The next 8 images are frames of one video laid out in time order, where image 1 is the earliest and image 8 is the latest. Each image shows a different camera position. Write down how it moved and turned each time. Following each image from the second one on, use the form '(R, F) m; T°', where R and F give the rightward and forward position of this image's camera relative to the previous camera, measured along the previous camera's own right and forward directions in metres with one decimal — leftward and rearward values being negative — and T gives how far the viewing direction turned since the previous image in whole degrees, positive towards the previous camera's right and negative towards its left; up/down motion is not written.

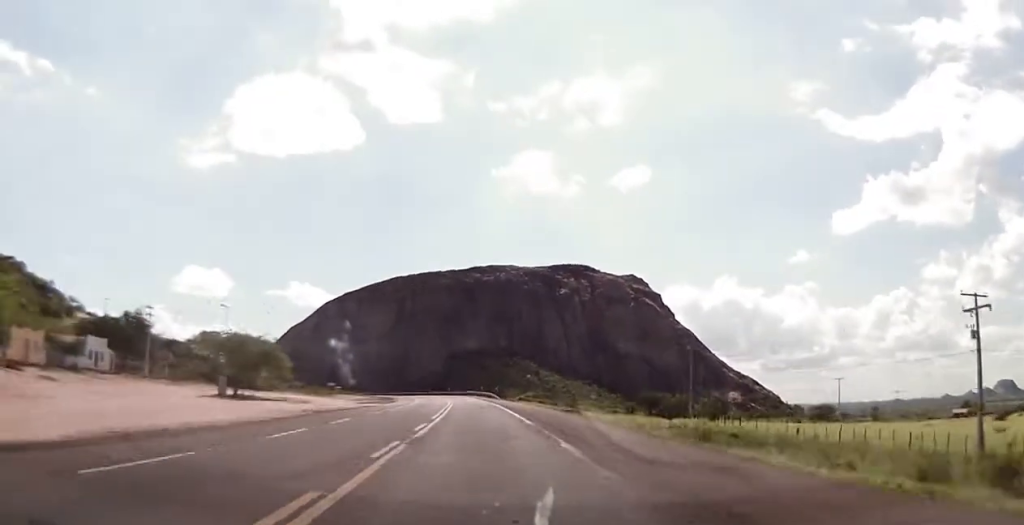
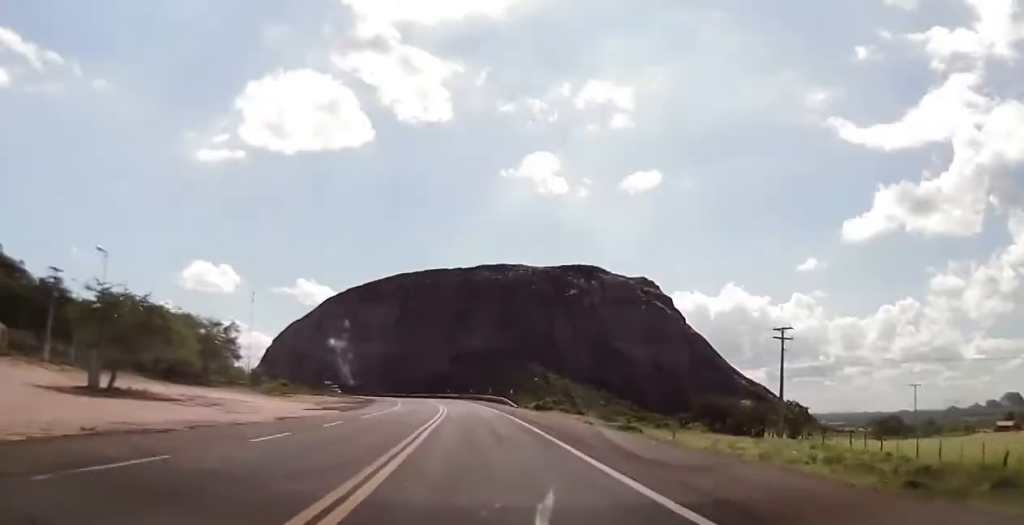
(-0.1, +26.2) m; 0°
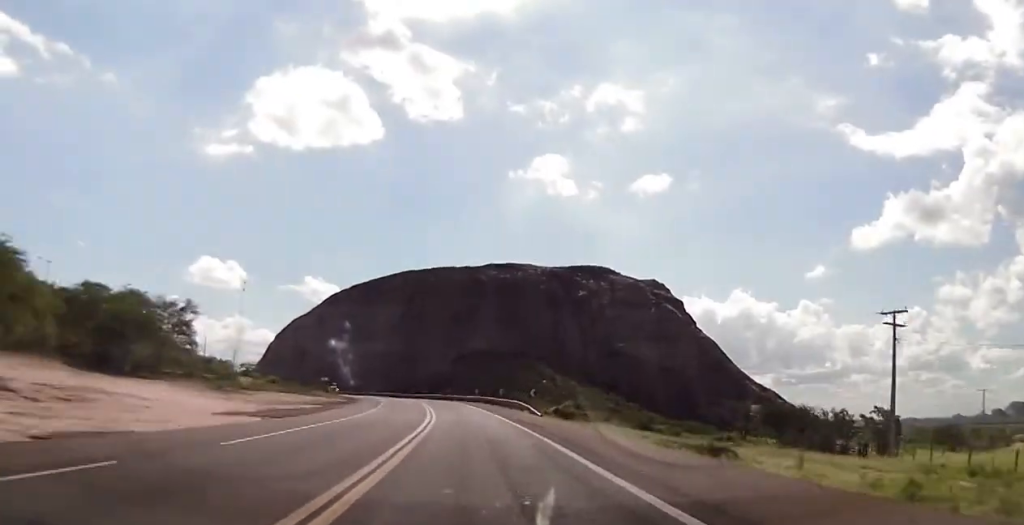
(0.0, +18.1) m; -1°
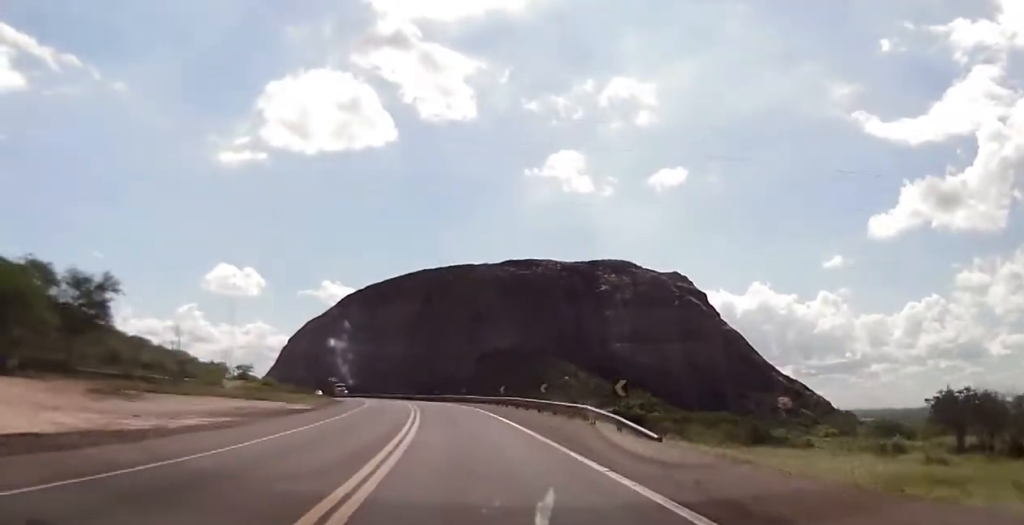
(0.0, +23.5) m; -1°
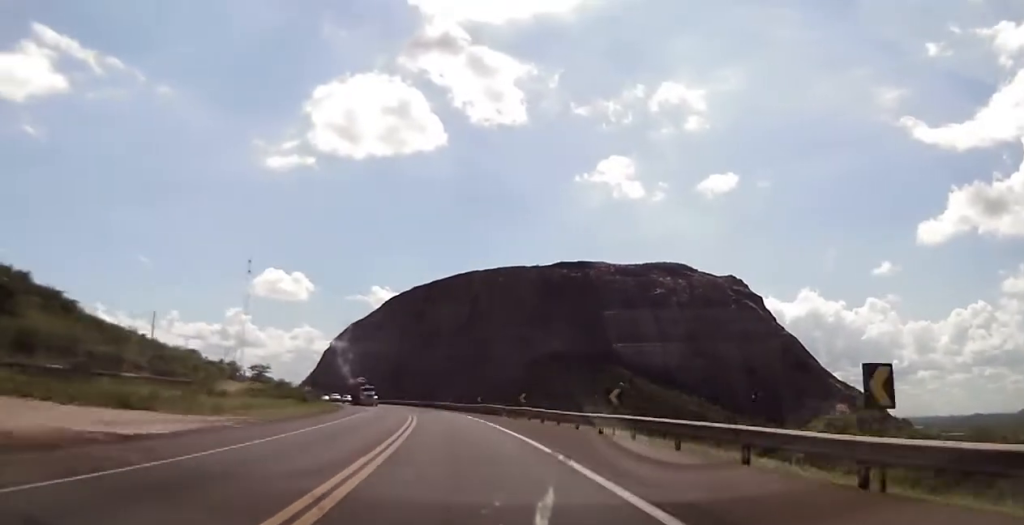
(-0.8, +29.6) m; -3°
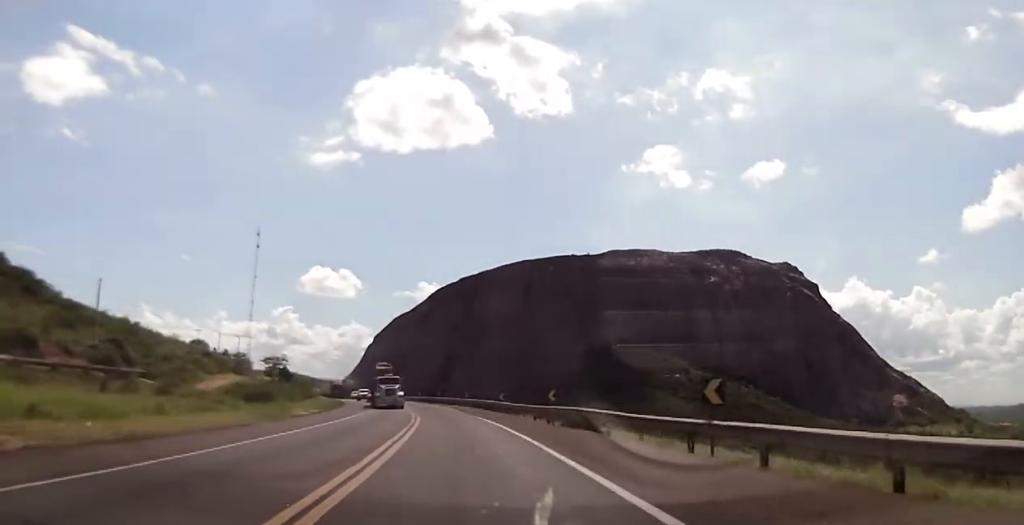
(-0.6, +28.3) m; -3°
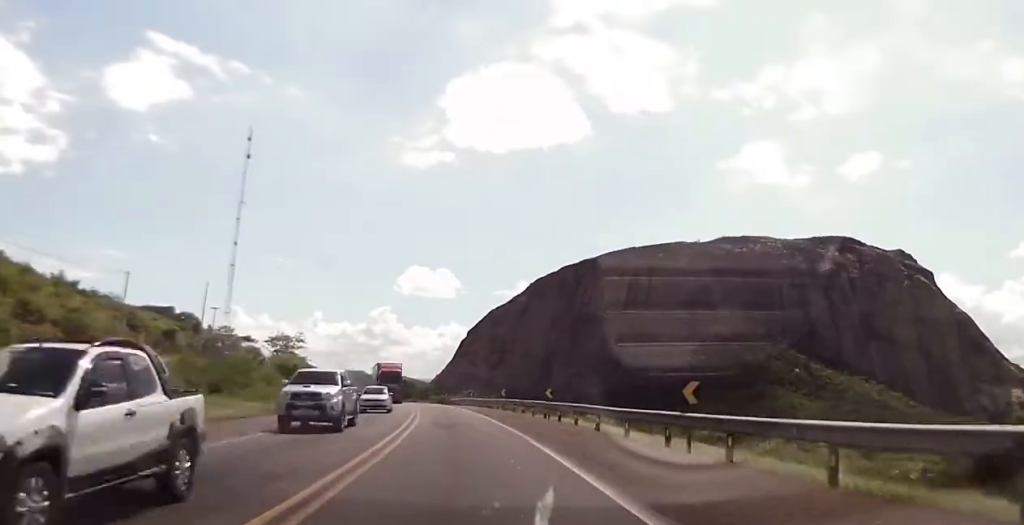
(-4.2, +56.1) m; -9°
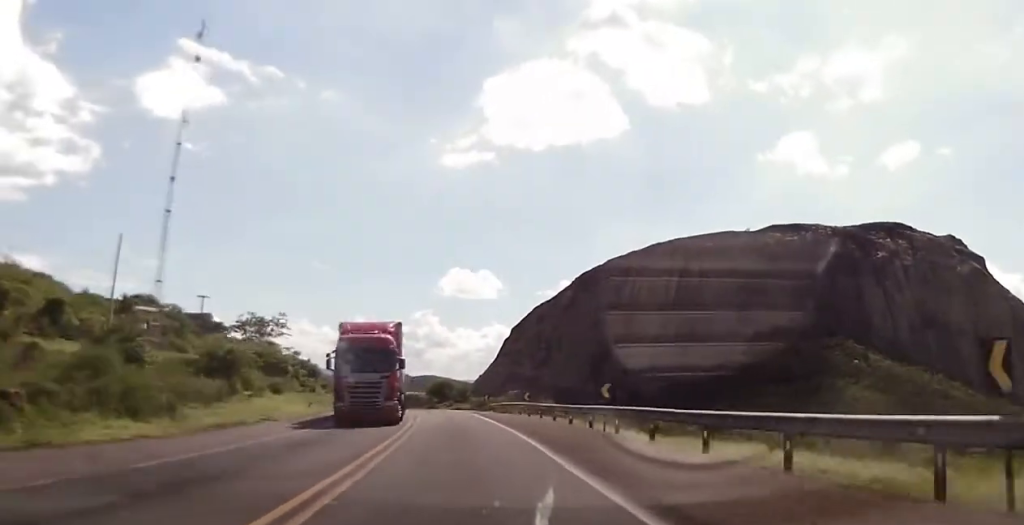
(-0.9, +29.3) m; -3°
